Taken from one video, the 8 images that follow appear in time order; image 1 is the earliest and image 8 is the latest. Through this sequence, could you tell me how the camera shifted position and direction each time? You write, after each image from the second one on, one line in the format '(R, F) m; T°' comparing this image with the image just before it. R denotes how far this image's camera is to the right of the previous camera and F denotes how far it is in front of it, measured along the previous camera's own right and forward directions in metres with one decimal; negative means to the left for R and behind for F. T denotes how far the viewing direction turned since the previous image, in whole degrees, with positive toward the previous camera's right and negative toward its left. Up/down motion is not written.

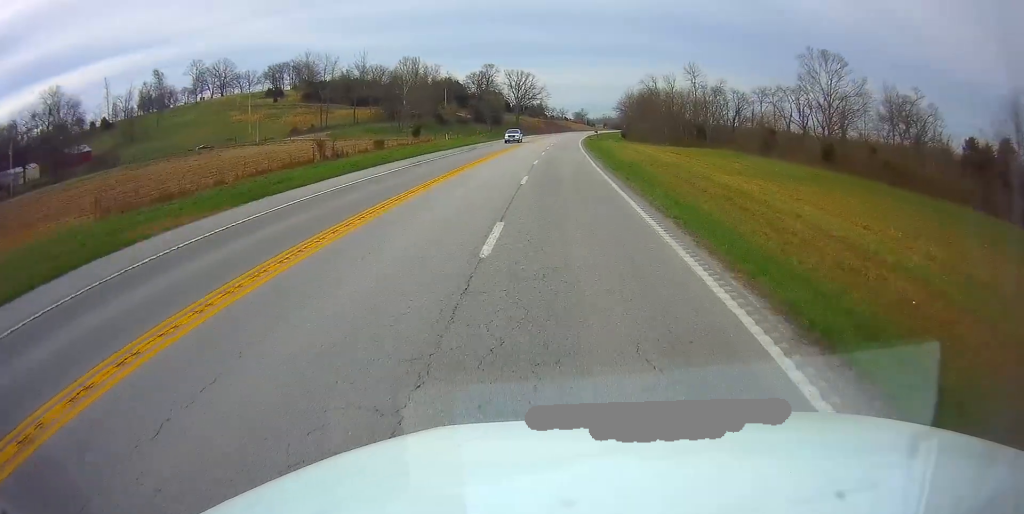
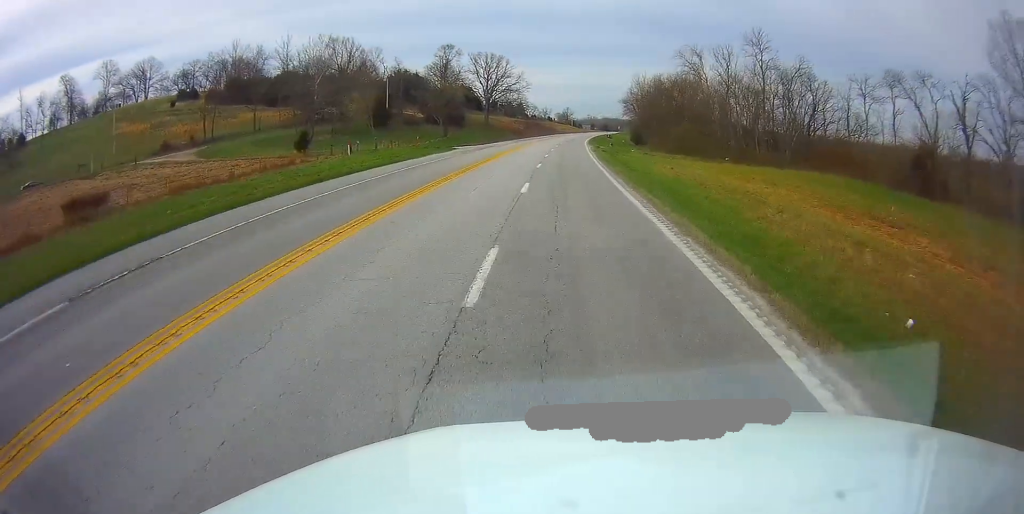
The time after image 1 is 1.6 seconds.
(+0.9, +50.8) m; +2°
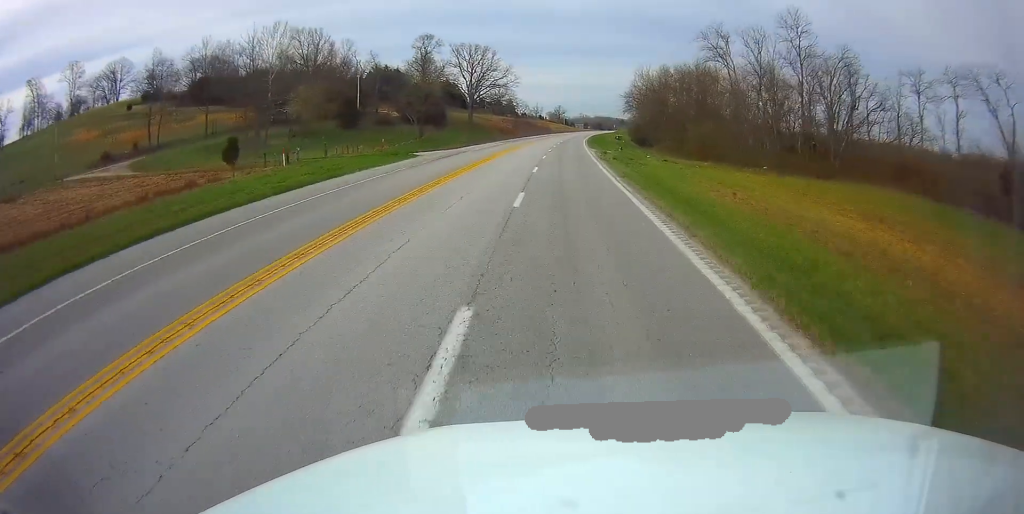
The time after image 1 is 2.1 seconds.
(+0.2, +15.5) m; +1°
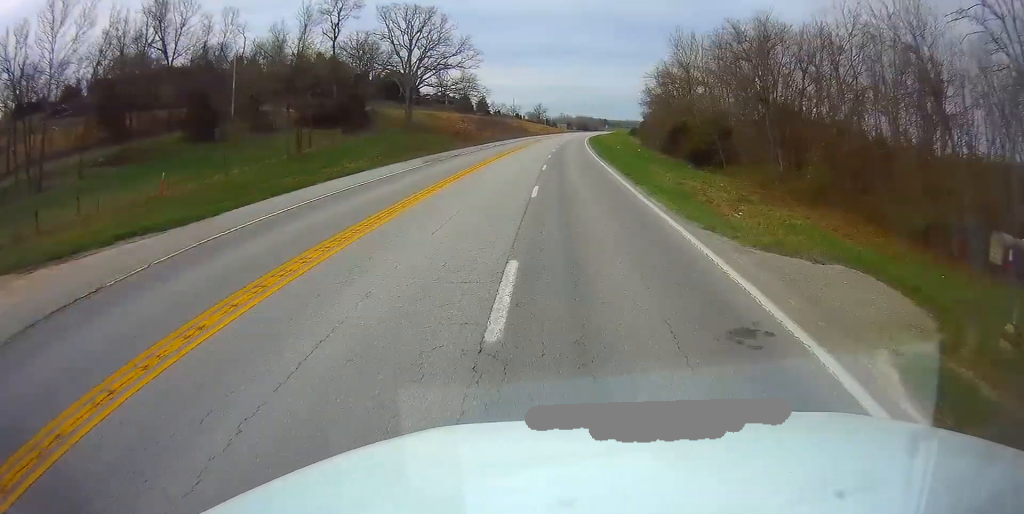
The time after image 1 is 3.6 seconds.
(+1.5, +45.6) m; +3°
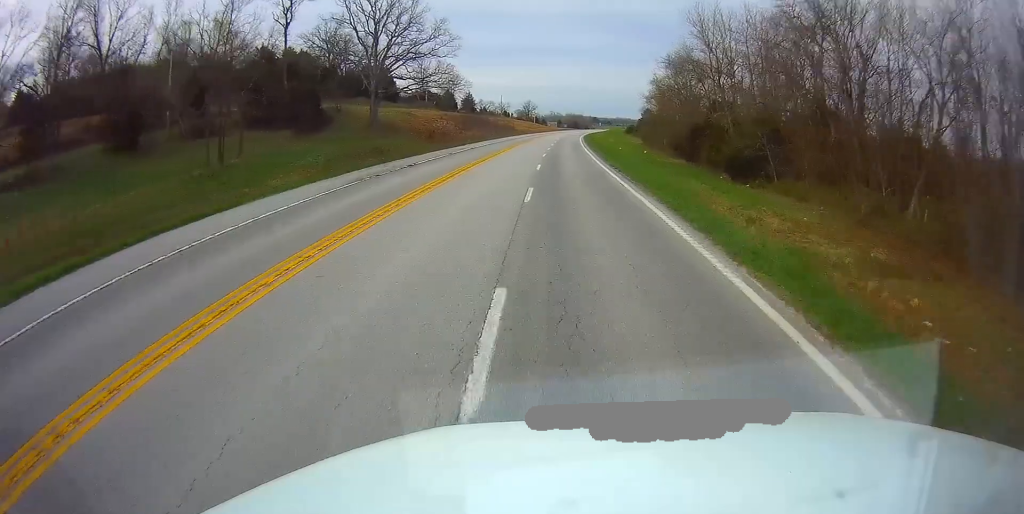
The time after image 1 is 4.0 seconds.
(+0.1, +13.5) m; 0°
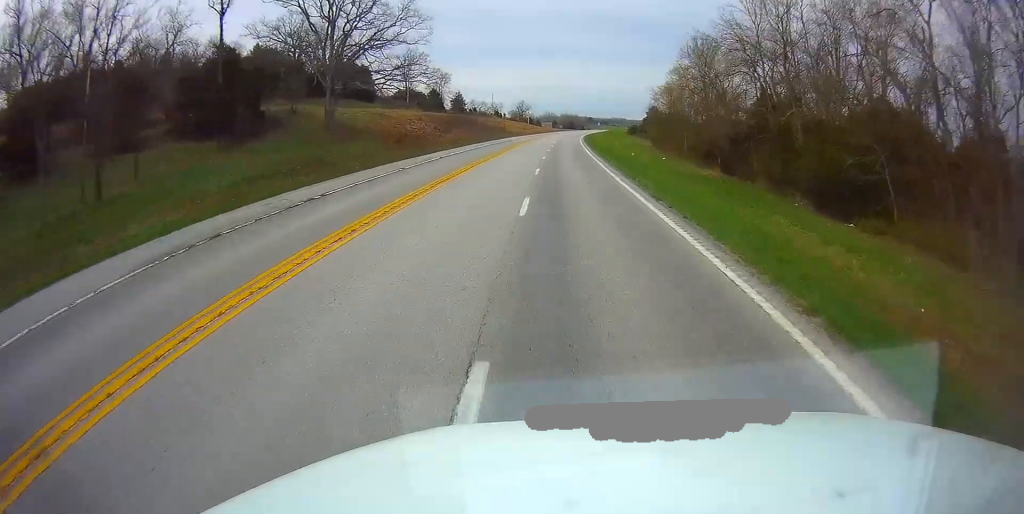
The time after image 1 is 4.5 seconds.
(0.0, +14.5) m; 0°
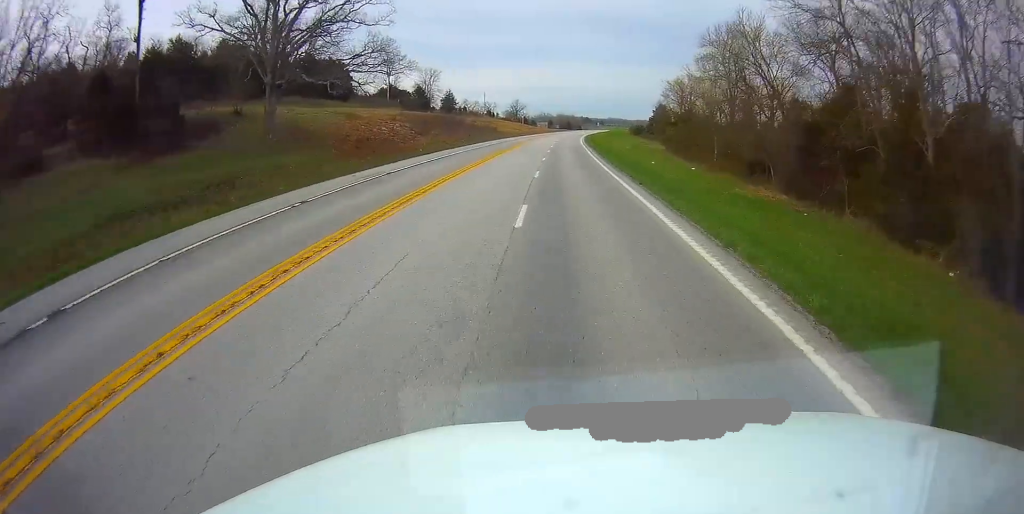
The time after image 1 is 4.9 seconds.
(0.0, +13.5) m; 0°
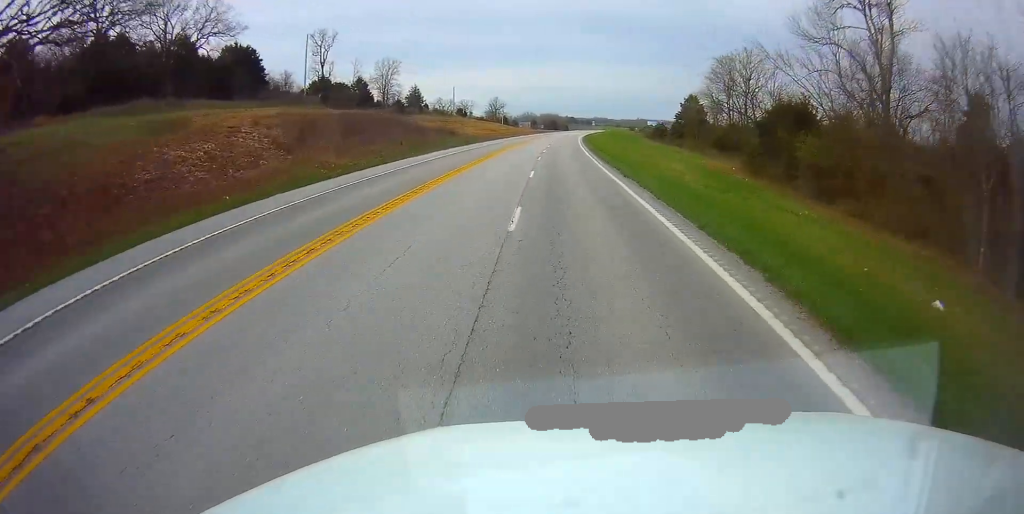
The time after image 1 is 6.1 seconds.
(+0.3, +36.2) m; +2°
